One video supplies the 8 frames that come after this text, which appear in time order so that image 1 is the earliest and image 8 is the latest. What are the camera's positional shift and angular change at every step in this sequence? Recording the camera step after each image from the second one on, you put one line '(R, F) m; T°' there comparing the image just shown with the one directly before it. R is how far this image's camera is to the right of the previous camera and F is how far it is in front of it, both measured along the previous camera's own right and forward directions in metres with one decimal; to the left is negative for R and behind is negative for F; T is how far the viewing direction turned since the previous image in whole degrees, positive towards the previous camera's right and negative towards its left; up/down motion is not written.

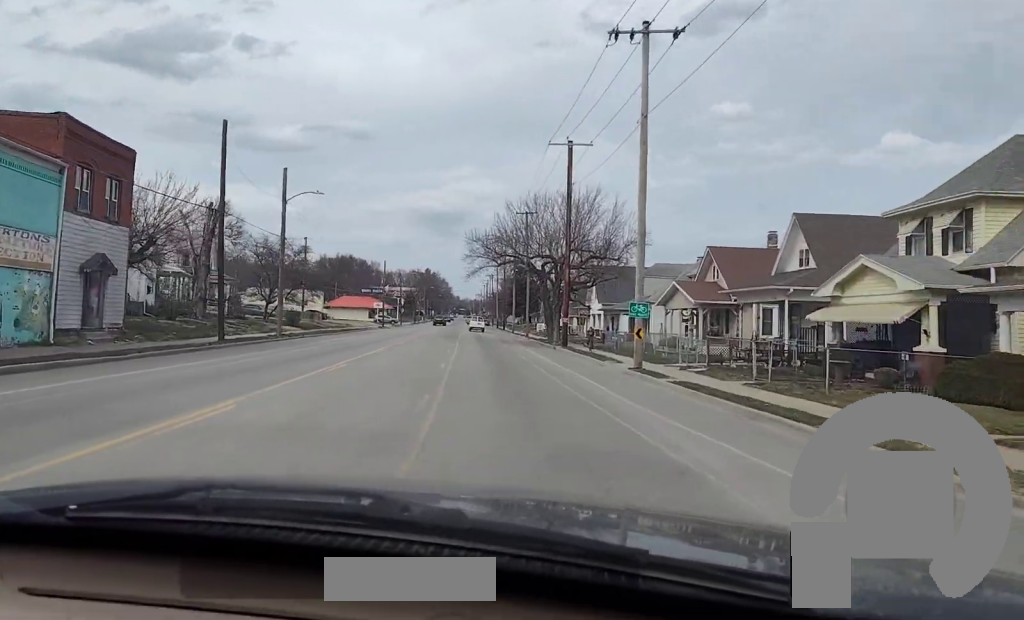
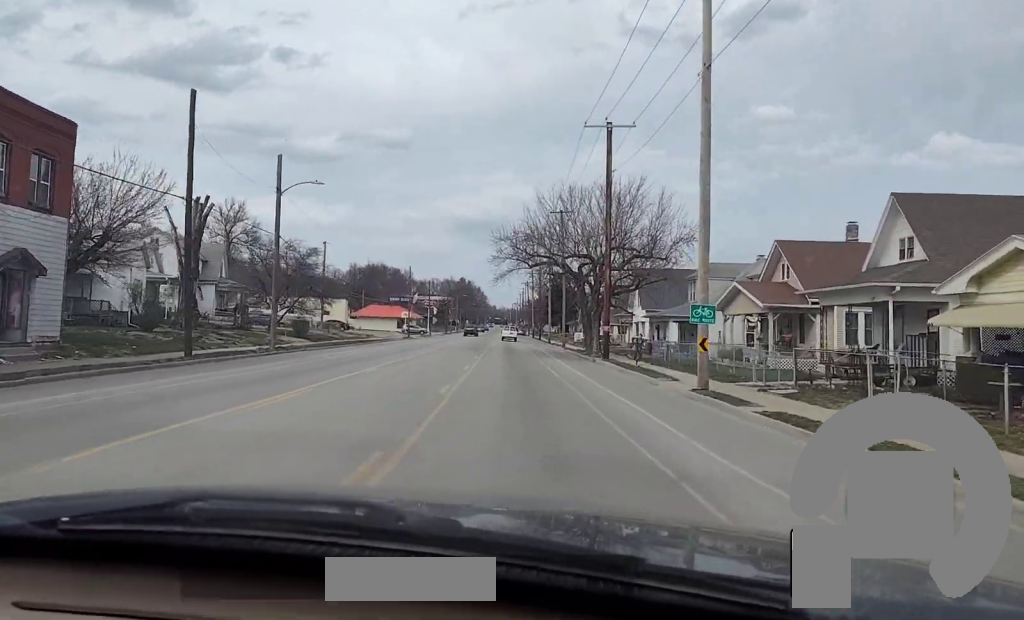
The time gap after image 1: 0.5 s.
(+0.1, +7.2) m; -2°
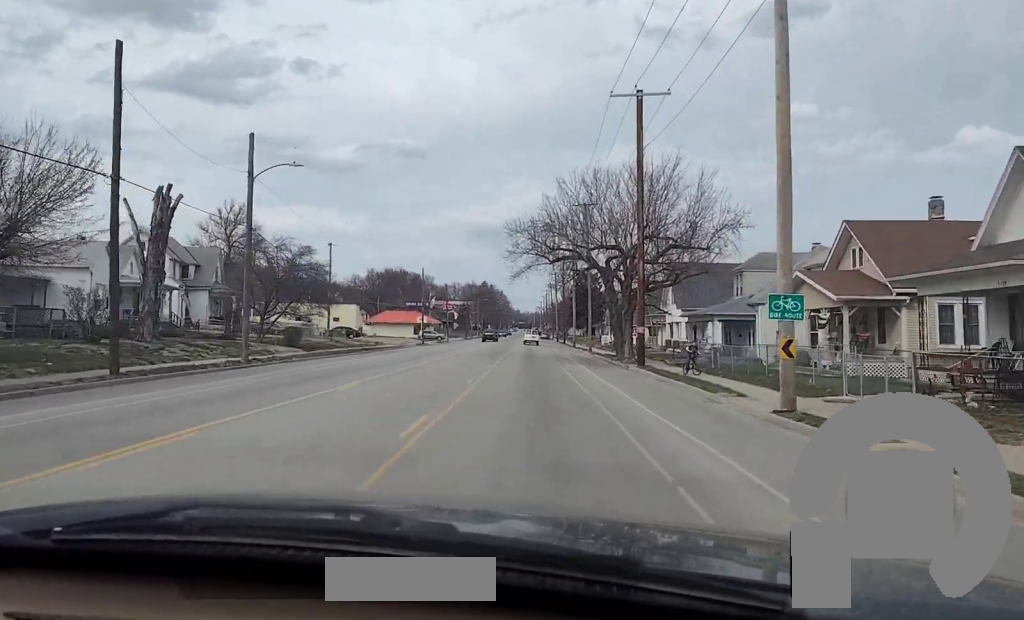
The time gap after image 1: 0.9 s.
(+0.1, +7.1) m; -2°
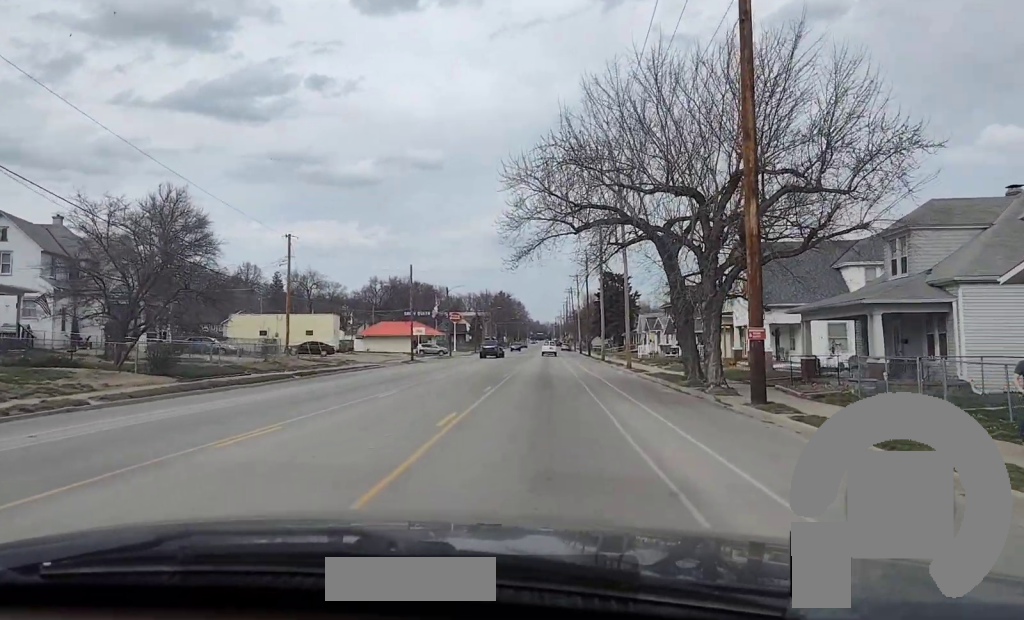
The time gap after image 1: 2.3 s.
(-1.6, +21.0) m; -5°
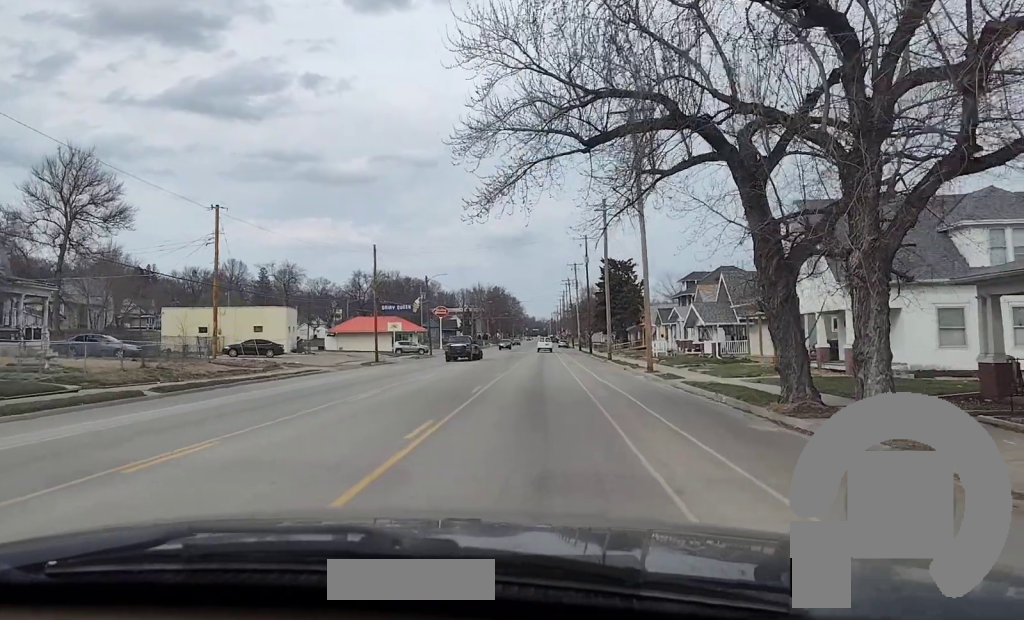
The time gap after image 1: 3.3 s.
(0.0, +15.0) m; 0°
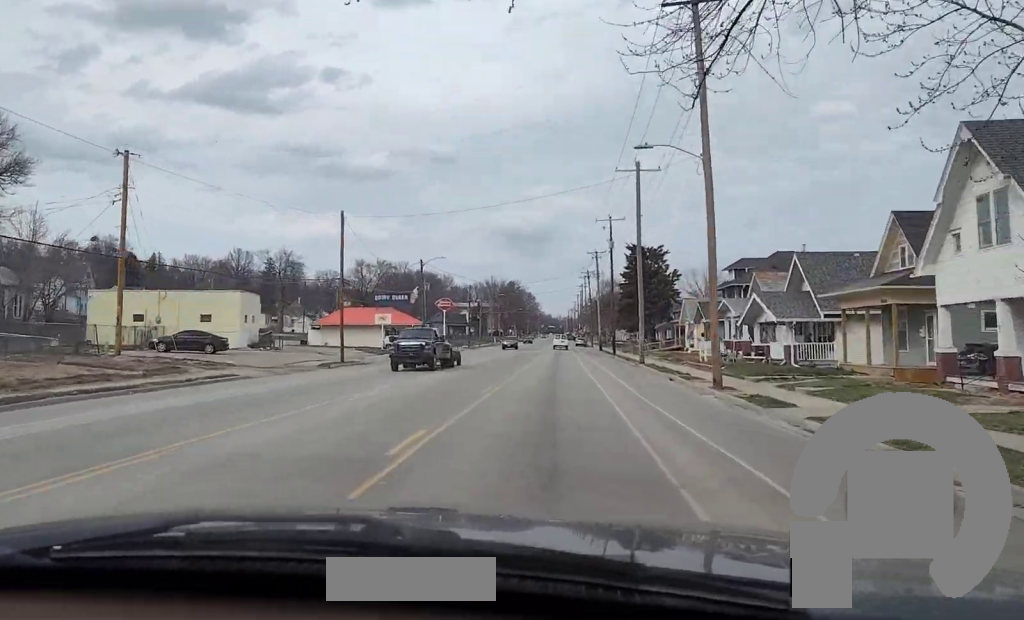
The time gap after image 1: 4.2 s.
(-0.1, +14.7) m; 0°
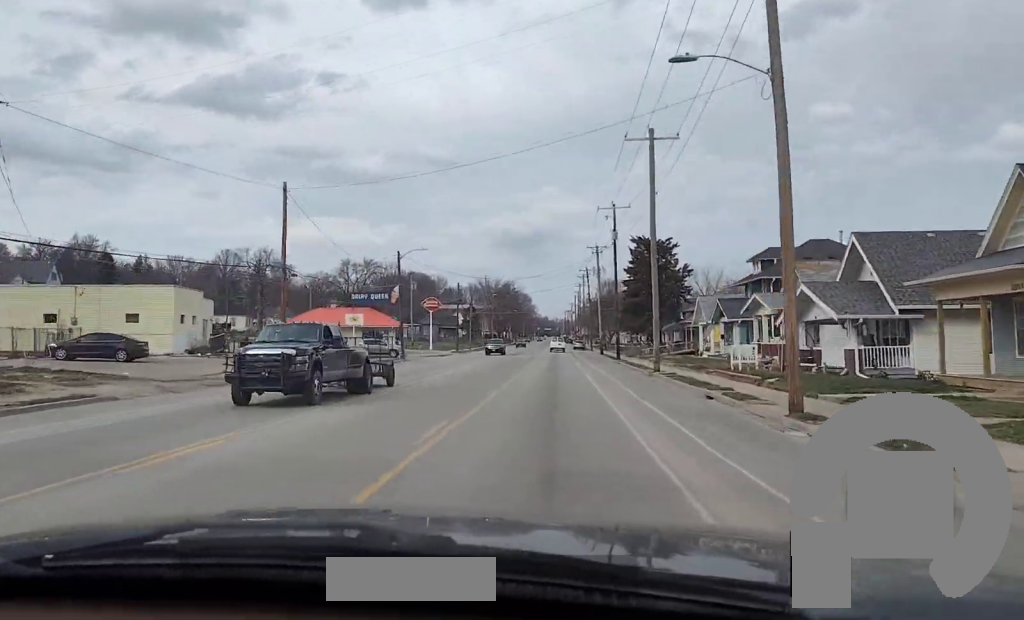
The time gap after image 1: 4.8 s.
(0.0, +9.5) m; 0°
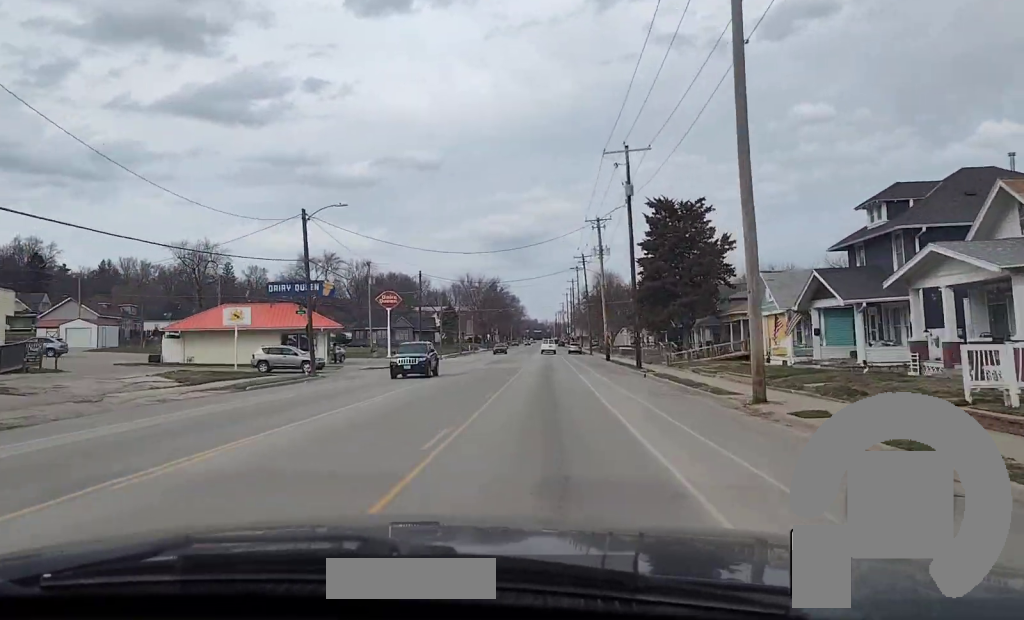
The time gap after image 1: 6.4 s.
(0.0, +24.7) m; 0°
